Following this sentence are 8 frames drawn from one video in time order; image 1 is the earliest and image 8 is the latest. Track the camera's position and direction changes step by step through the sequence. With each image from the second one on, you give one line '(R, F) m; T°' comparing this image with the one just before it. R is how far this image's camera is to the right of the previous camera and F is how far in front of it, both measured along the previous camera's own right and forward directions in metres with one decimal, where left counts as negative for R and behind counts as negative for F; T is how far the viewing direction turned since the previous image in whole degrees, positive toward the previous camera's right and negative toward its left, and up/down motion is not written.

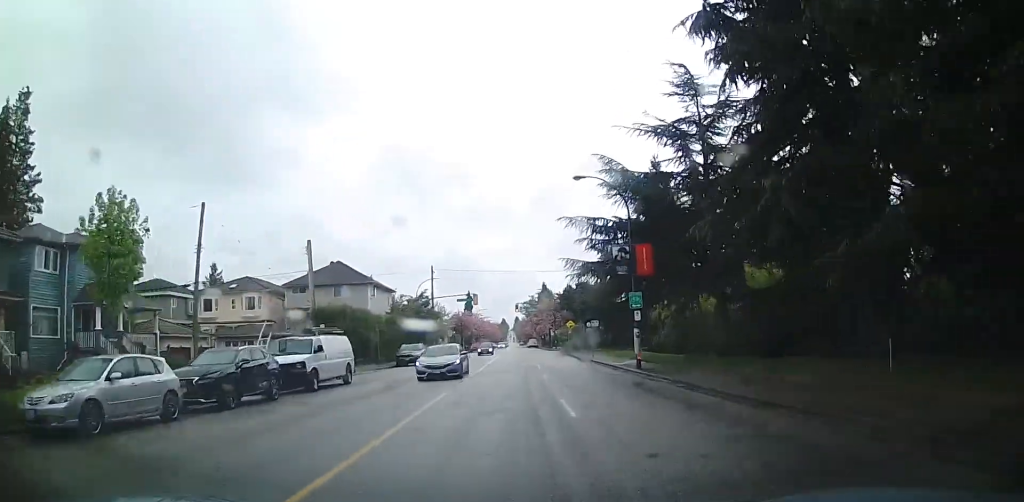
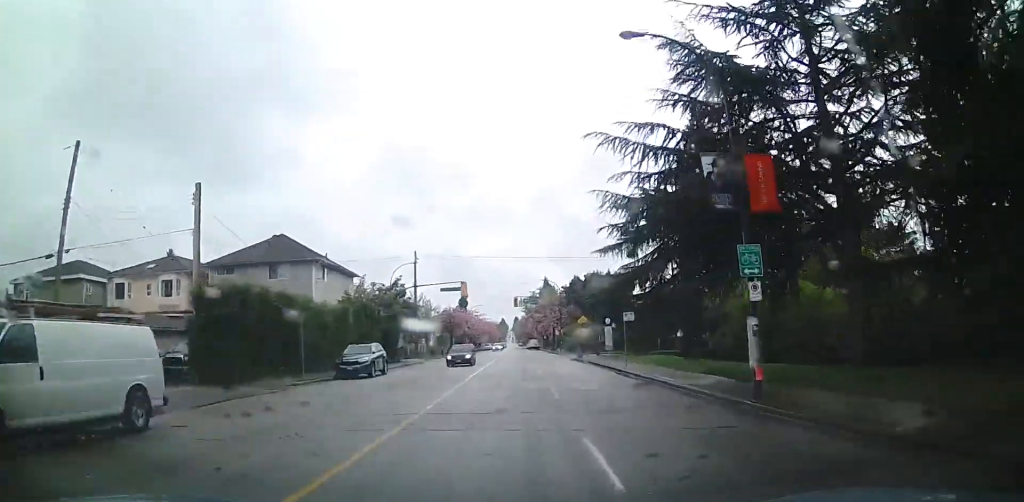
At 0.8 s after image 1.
(0.0, +14.0) m; 0°
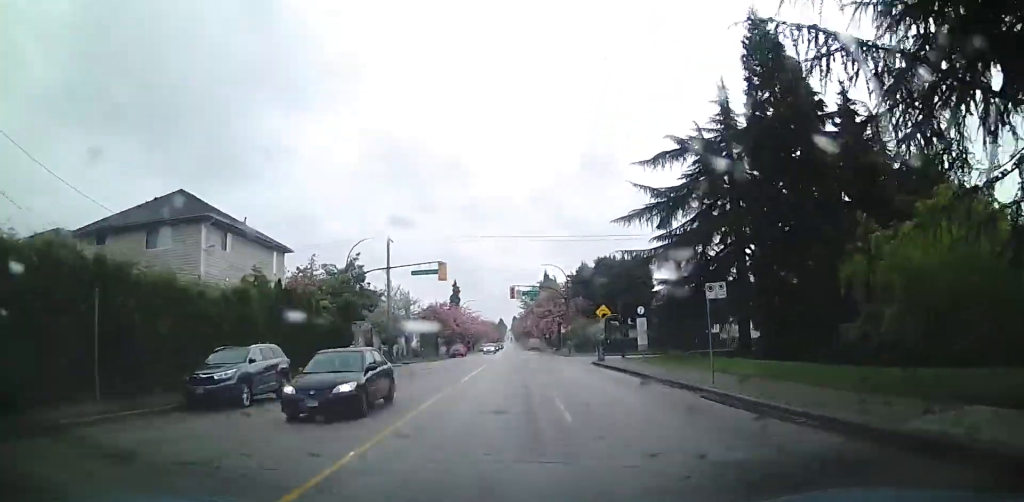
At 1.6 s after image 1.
(0.0, +13.9) m; 0°
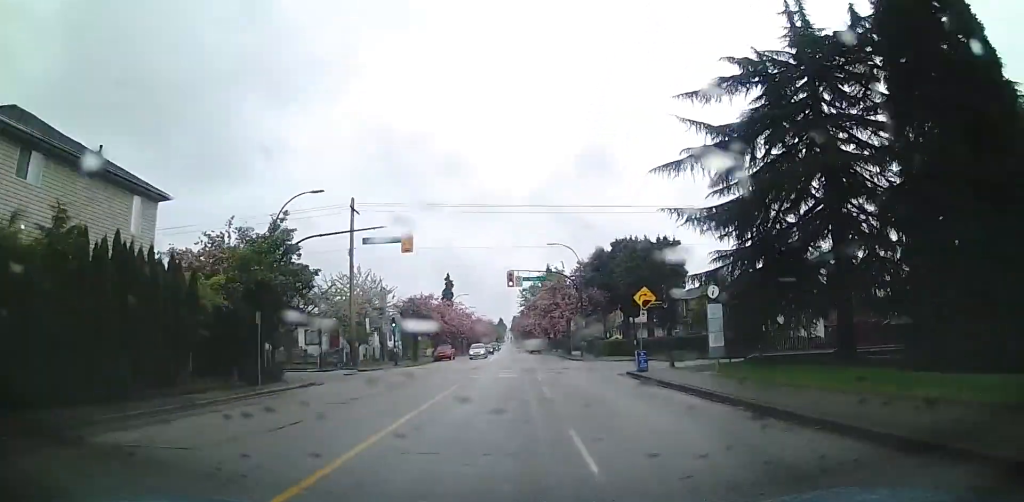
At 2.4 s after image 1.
(0.0, +13.2) m; 0°
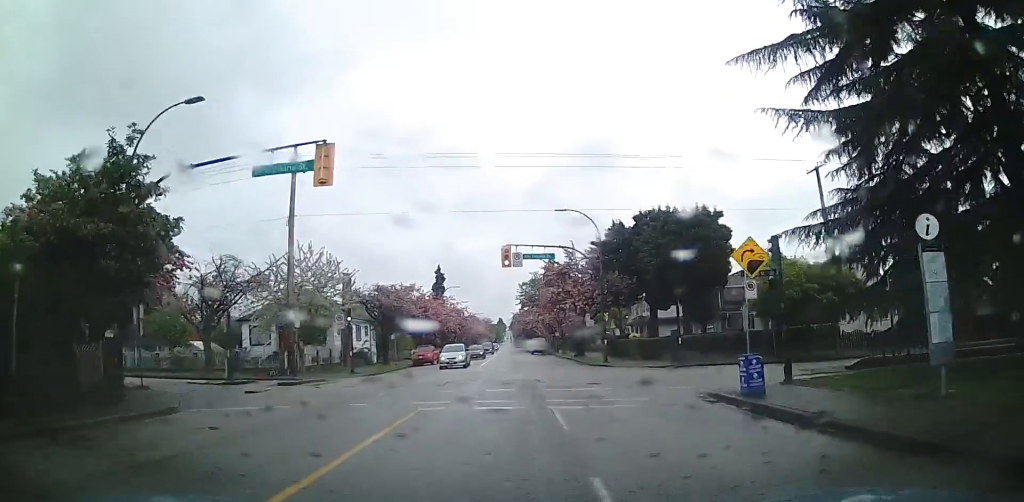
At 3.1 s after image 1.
(0.0, +12.5) m; -1°
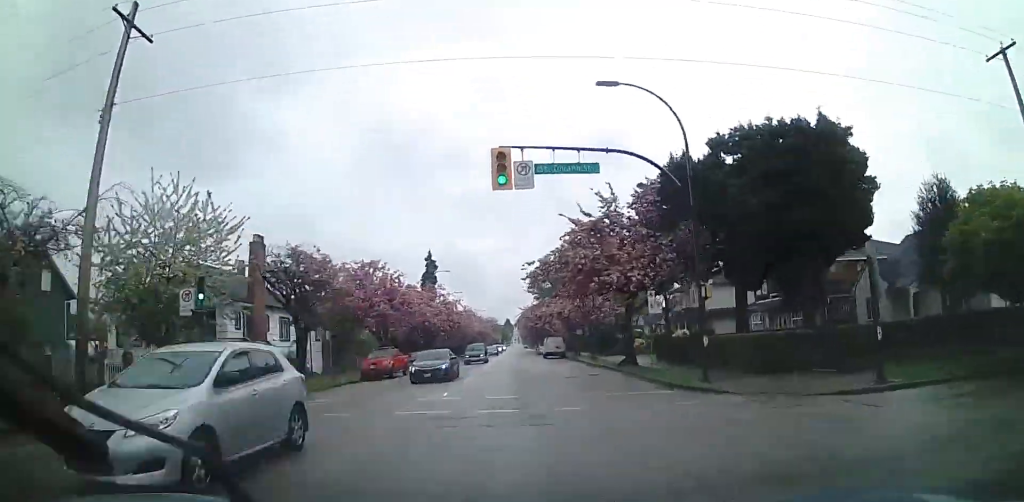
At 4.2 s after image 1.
(-0.4, +18.0) m; -2°
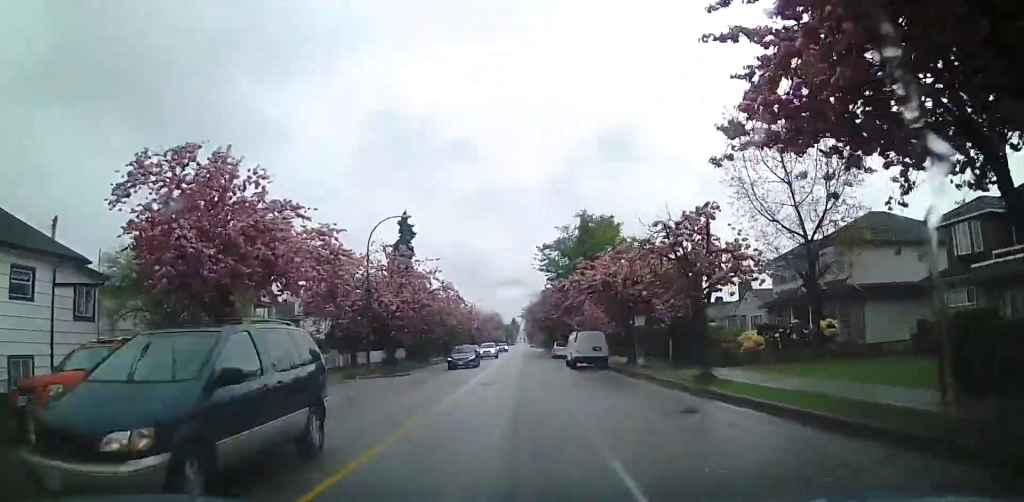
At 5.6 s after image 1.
(-0.2, +23.9) m; -1°
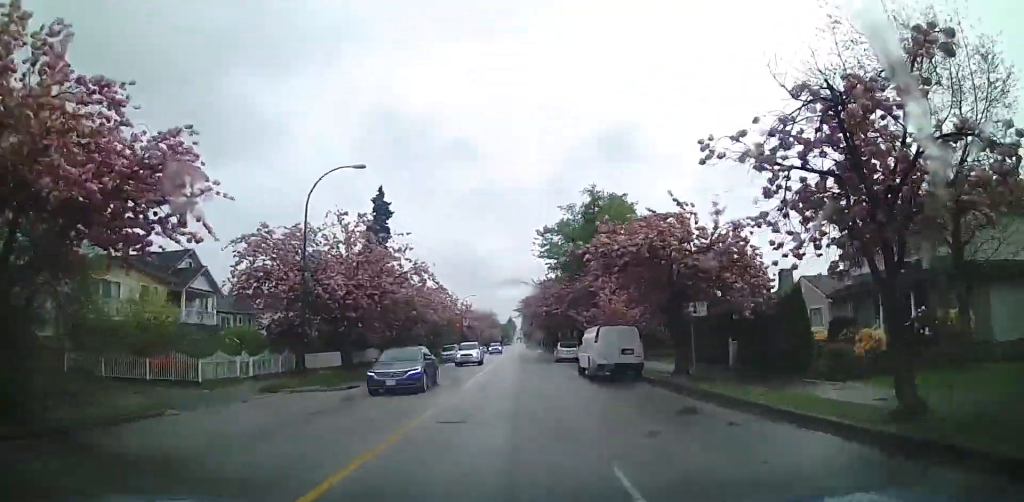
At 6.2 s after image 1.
(0.0, +9.9) m; 0°
